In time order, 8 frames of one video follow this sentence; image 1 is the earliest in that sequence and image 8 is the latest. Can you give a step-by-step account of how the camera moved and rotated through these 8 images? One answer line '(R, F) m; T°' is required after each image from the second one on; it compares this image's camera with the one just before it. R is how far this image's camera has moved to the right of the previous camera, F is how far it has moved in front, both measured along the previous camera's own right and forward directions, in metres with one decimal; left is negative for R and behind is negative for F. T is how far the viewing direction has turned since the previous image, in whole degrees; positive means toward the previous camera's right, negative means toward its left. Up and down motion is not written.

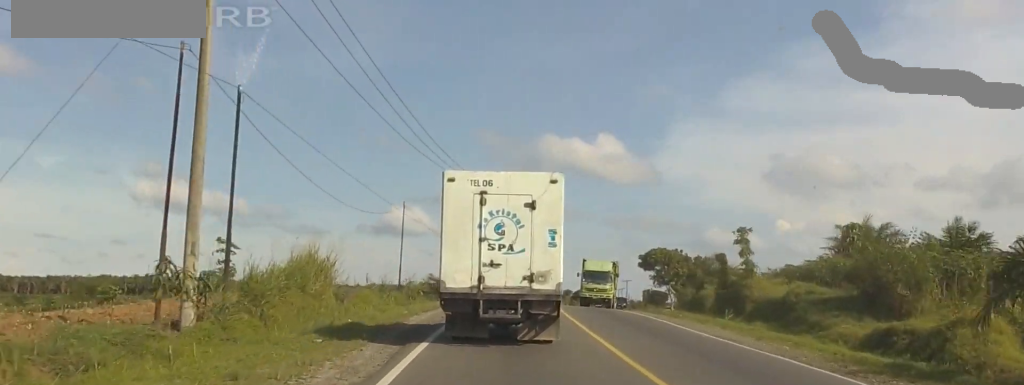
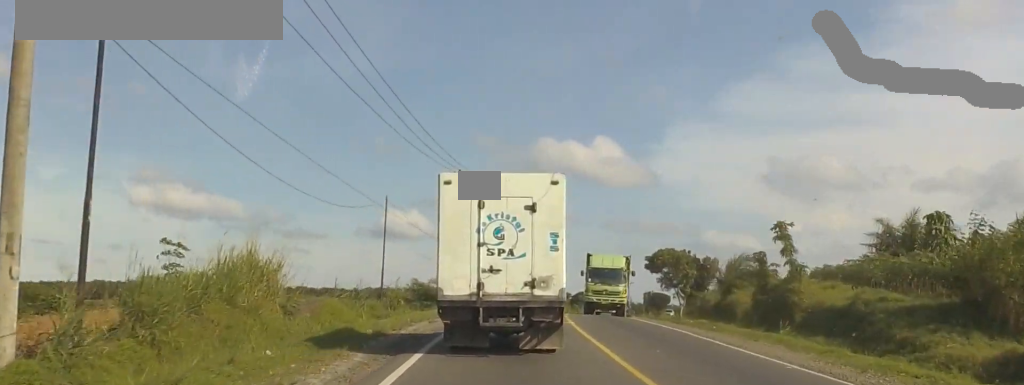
(-0.1, +6.8) m; +1°
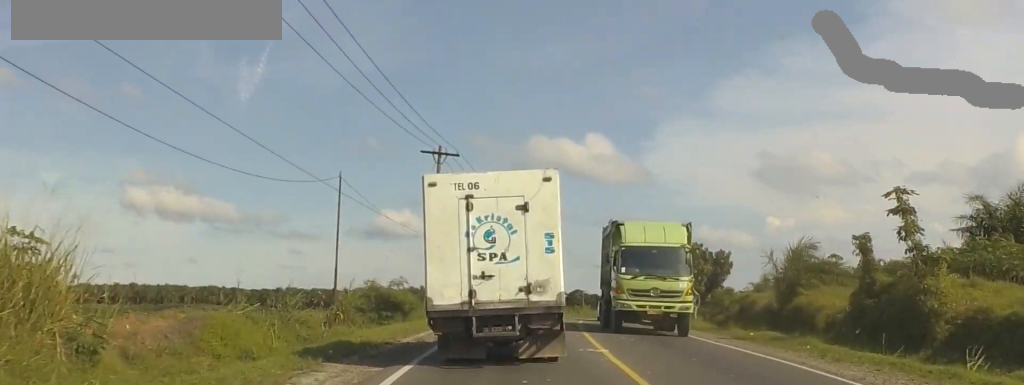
(+0.5, +11.5) m; +2°
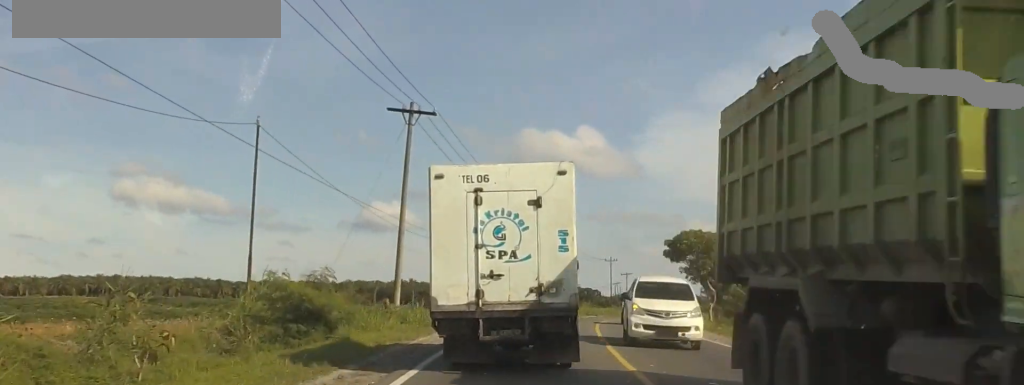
(+0.1, +11.6) m; +2°
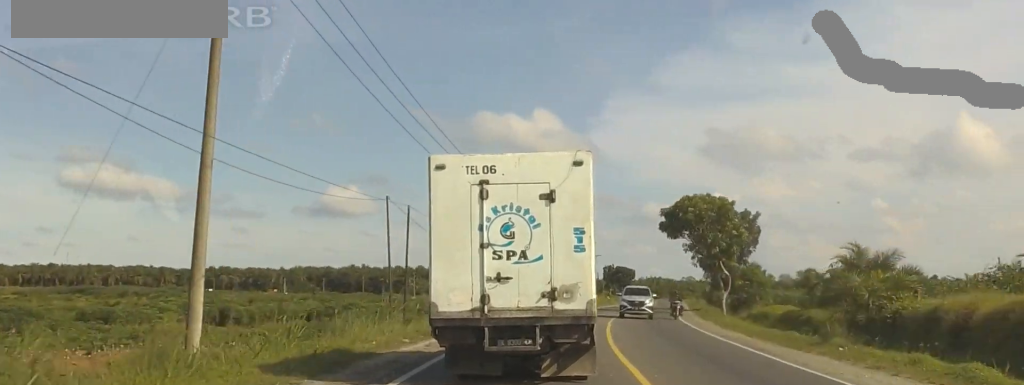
(+1.2, +22.1) m; +7°
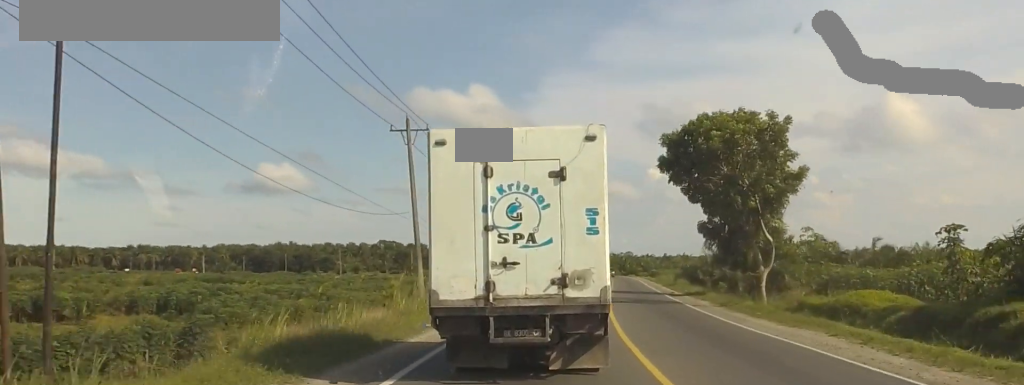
(-0.2, +25.8) m; 0°
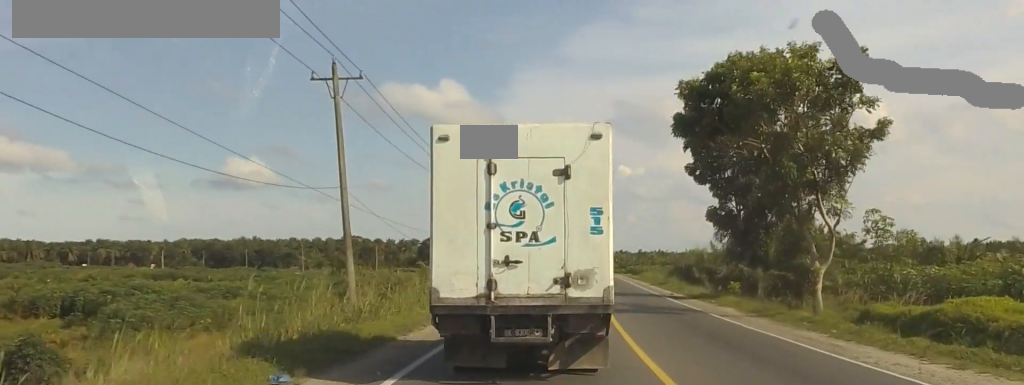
(+0.7, +11.0) m; 0°
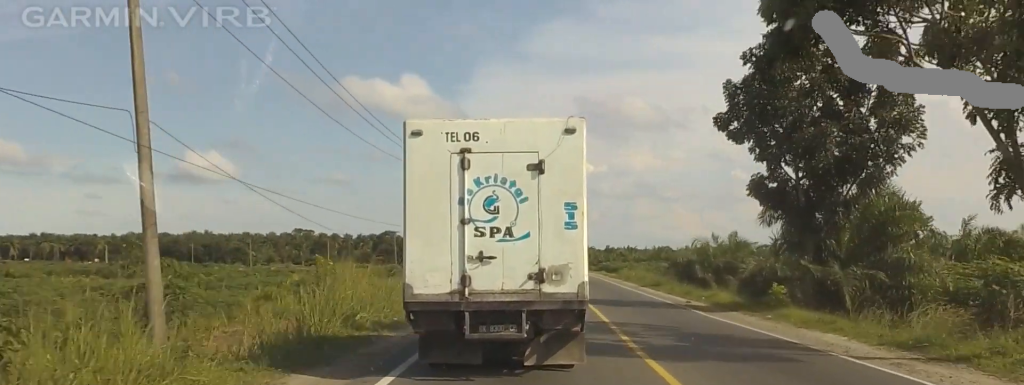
(-0.5, +14.8) m; 0°
